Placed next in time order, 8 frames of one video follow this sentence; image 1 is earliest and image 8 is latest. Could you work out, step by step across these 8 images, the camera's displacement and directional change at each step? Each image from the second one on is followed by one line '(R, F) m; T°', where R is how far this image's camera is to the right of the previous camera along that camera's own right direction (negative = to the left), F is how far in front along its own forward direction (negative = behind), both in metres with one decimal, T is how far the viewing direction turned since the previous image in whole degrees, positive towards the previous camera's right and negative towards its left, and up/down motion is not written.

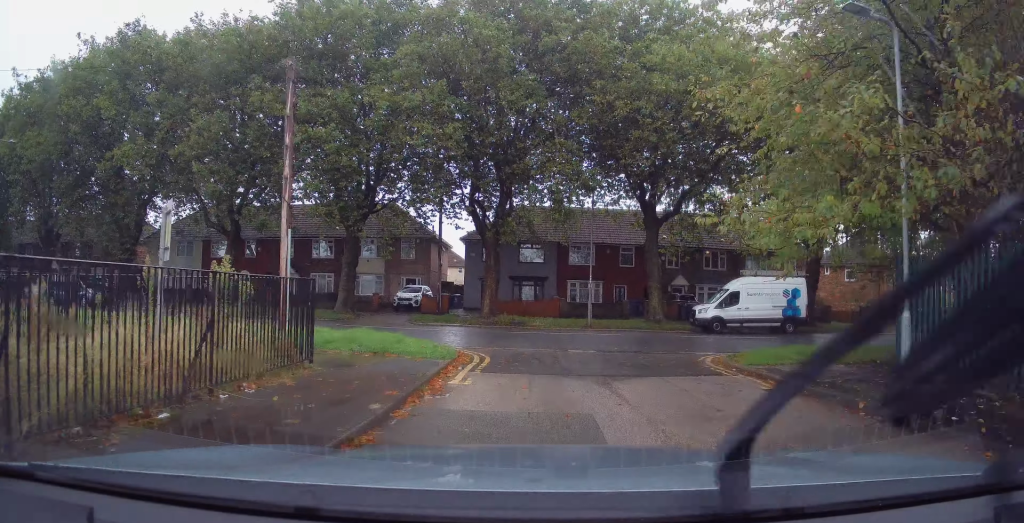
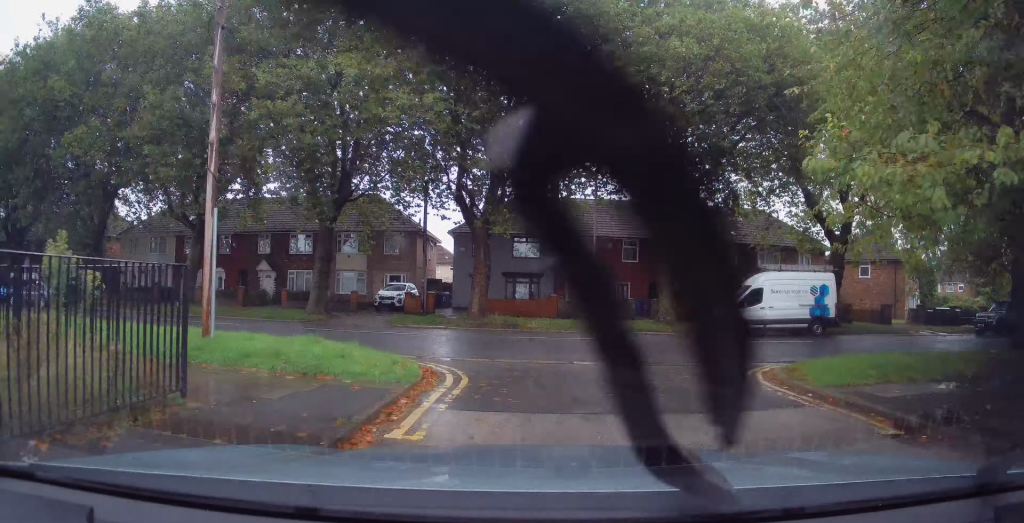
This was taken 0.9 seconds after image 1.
(0.0, +3.2) m; 0°
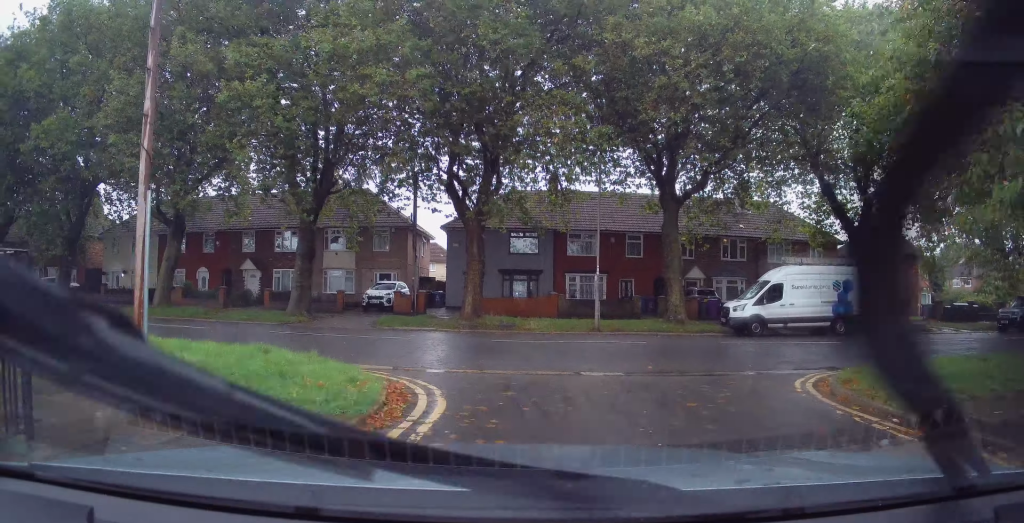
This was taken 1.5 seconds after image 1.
(0.0, +2.1) m; -2°
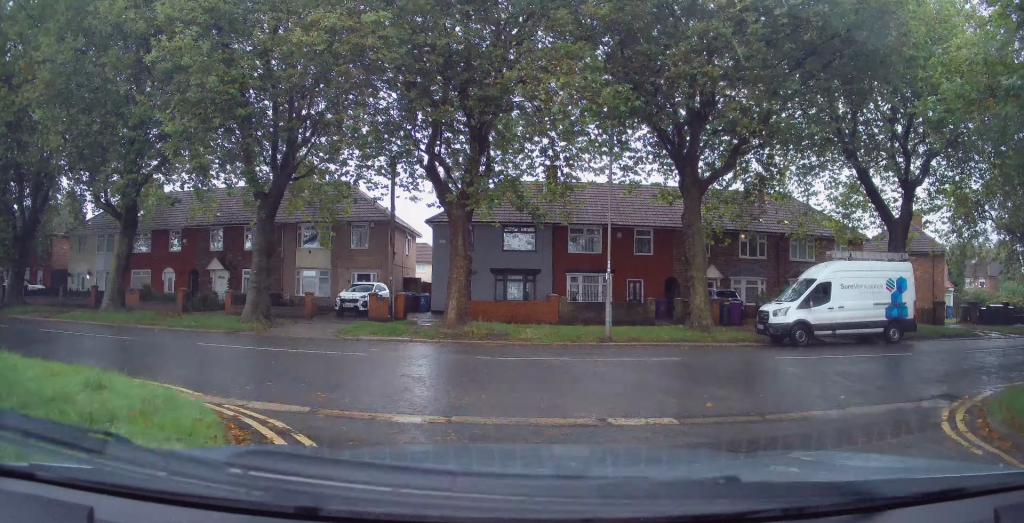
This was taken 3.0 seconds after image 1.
(-0.2, +3.8) m; -2°
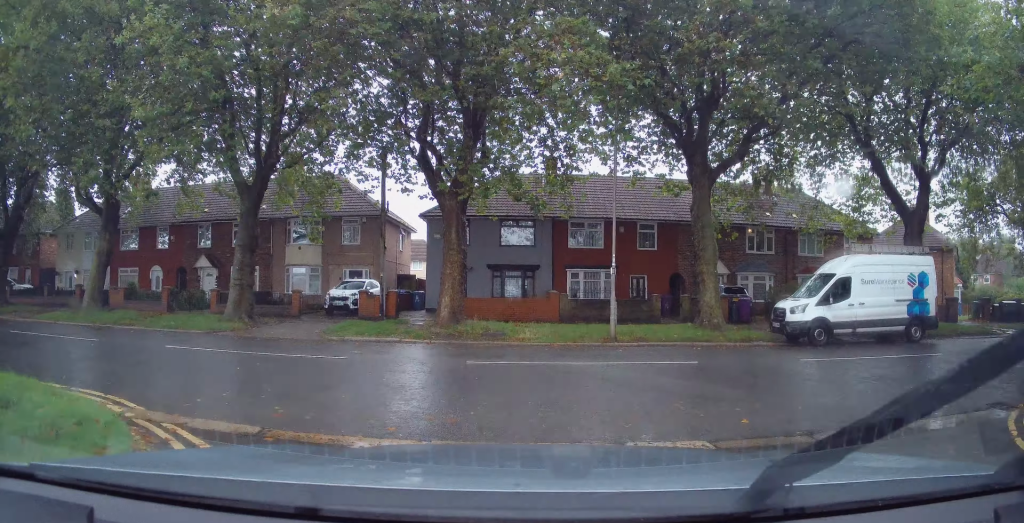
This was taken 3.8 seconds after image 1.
(+0.1, +1.4) m; 0°
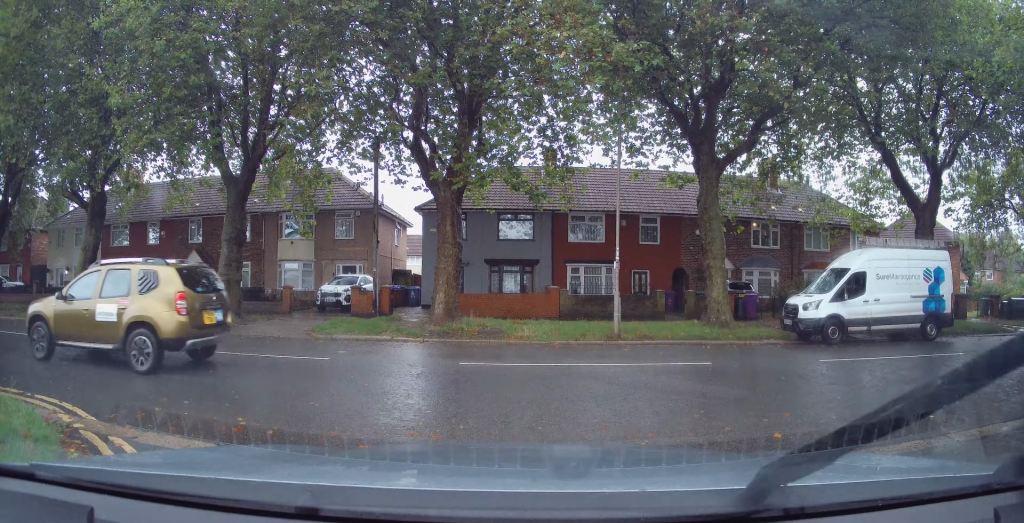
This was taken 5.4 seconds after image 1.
(-0.1, +0.8) m; 0°
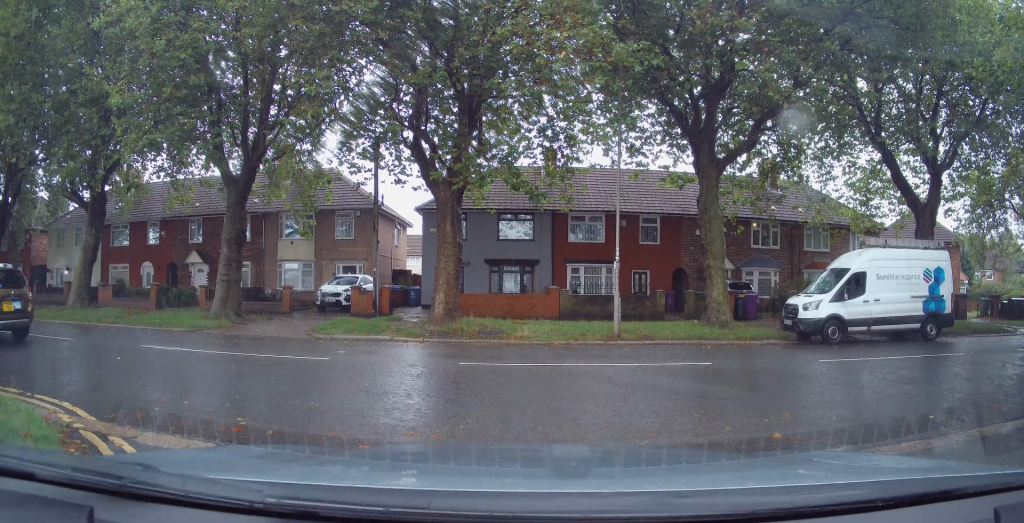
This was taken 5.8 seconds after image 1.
(0.0, 0.0) m; 0°
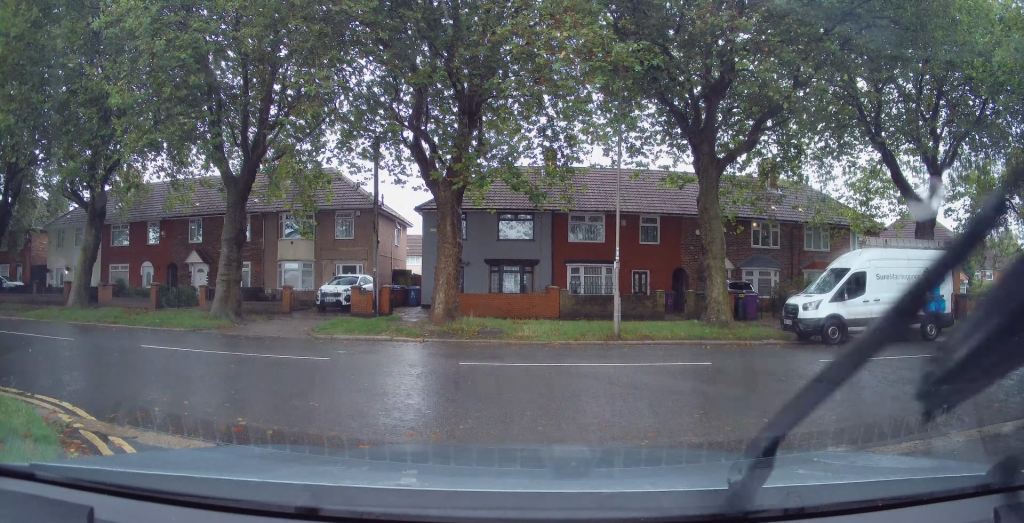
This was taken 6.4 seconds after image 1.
(0.0, 0.0) m; 0°
